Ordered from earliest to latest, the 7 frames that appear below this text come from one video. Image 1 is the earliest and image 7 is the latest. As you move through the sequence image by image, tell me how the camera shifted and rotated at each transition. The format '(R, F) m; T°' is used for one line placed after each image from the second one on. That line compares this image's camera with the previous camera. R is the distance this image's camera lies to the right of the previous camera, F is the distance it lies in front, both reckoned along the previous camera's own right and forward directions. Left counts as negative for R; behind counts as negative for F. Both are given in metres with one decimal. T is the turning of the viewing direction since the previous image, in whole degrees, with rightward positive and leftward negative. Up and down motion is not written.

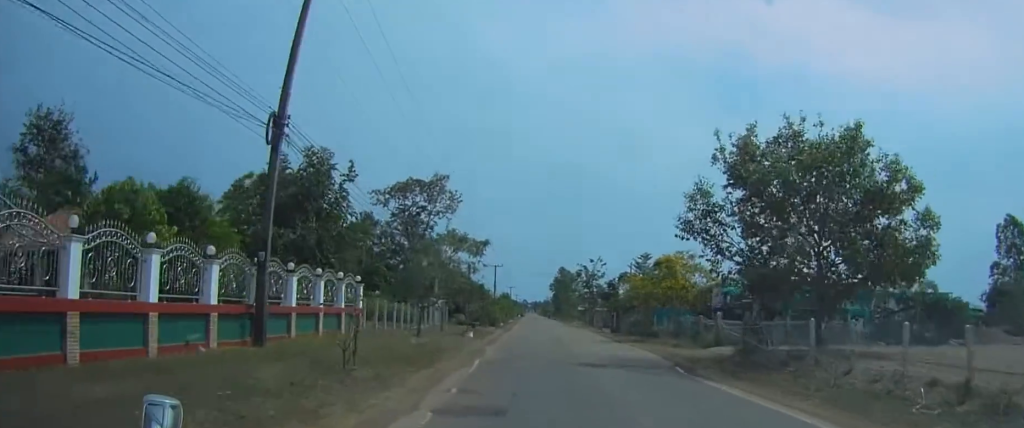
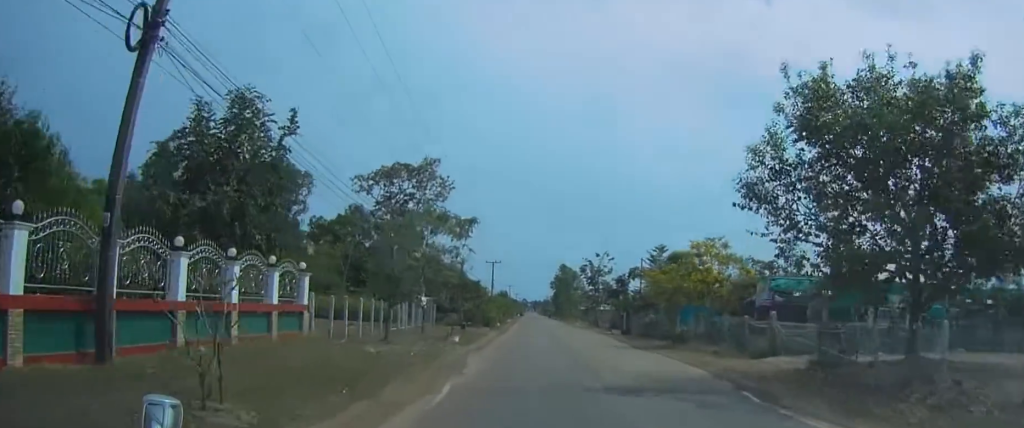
(0.0, +6.4) m; 0°
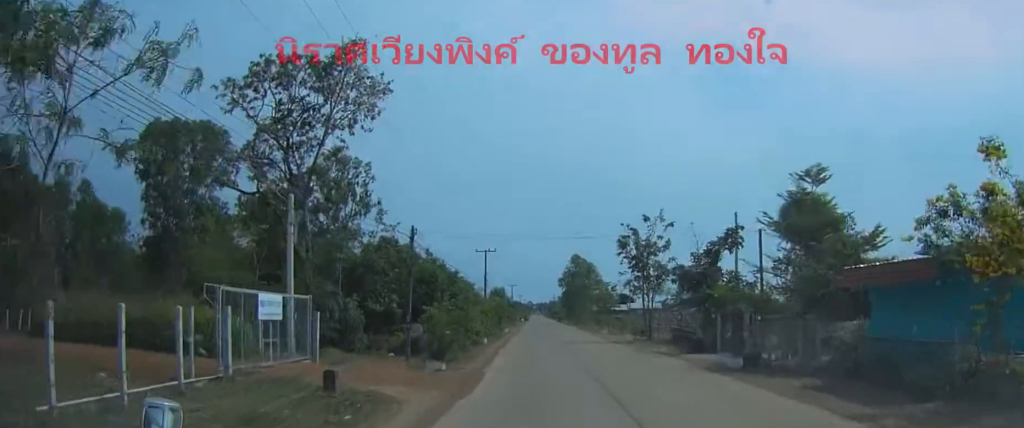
(-0.1, +26.5) m; 0°
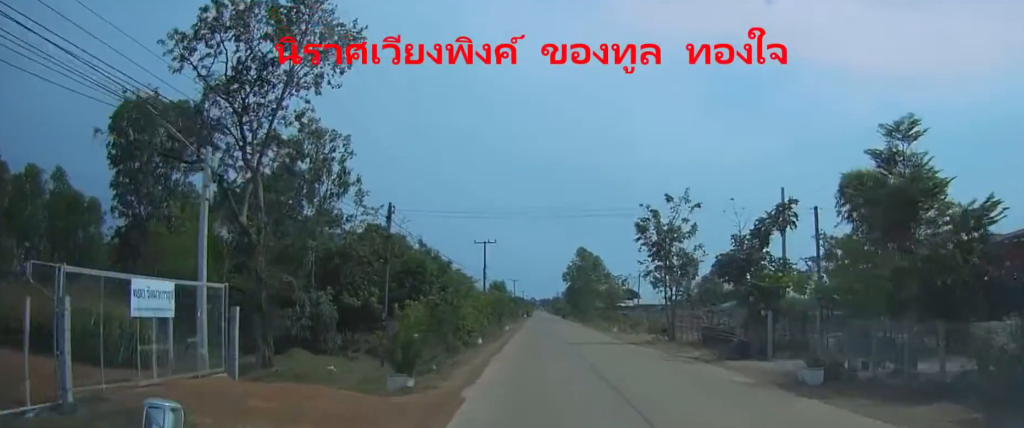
(0.0, +6.1) m; 0°
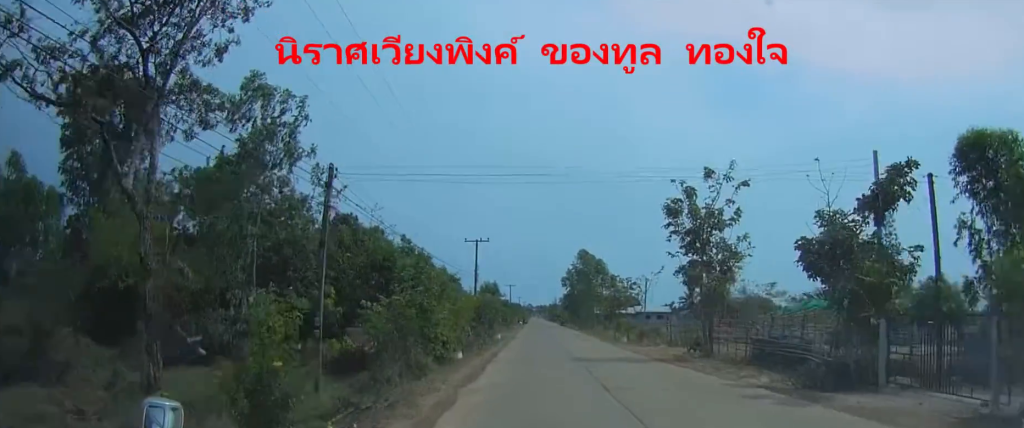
(0.0, +8.1) m; 0°
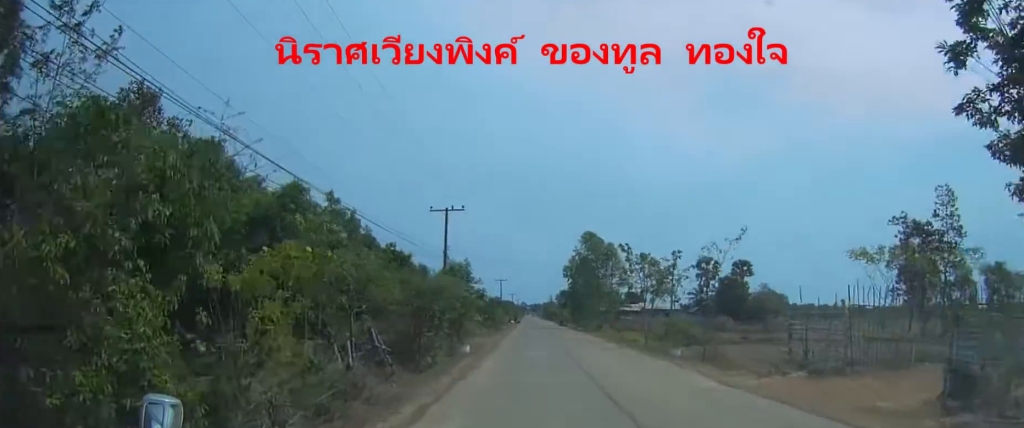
(+0.1, +19.4) m; +1°
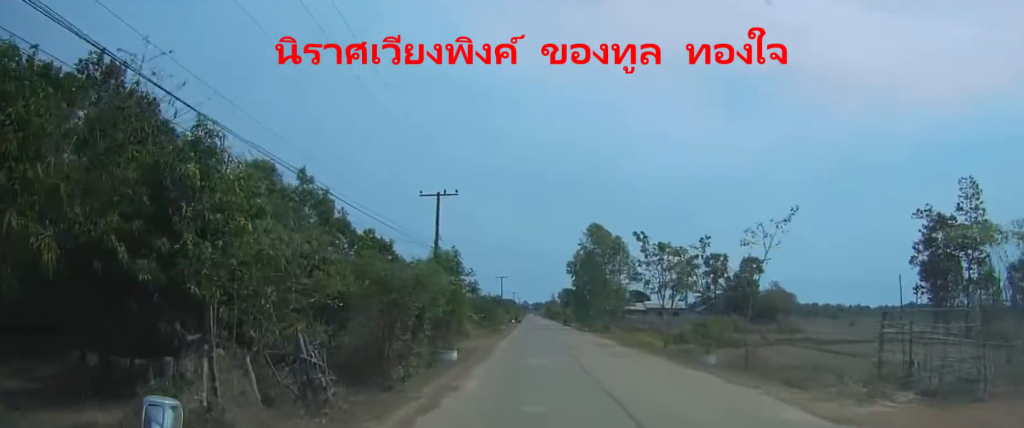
(0.0, +5.3) m; 0°
